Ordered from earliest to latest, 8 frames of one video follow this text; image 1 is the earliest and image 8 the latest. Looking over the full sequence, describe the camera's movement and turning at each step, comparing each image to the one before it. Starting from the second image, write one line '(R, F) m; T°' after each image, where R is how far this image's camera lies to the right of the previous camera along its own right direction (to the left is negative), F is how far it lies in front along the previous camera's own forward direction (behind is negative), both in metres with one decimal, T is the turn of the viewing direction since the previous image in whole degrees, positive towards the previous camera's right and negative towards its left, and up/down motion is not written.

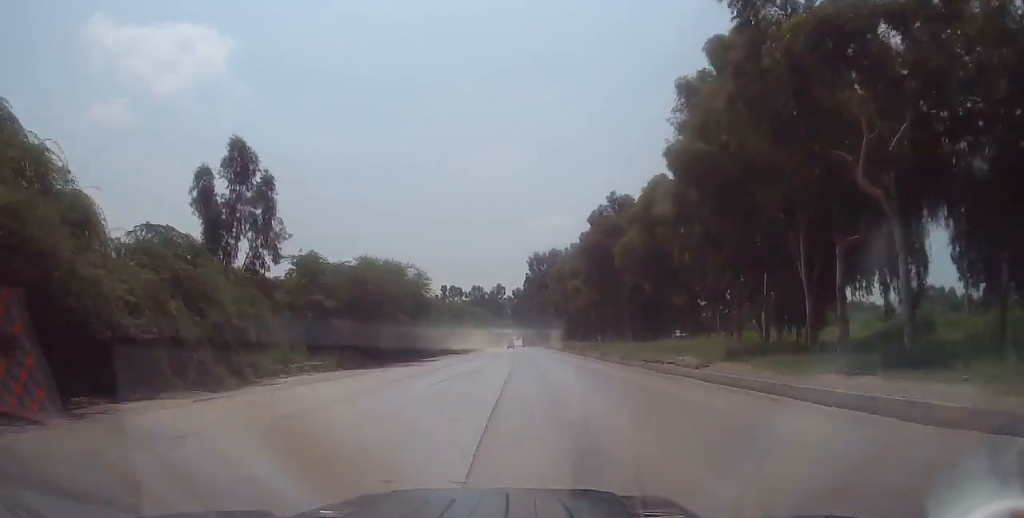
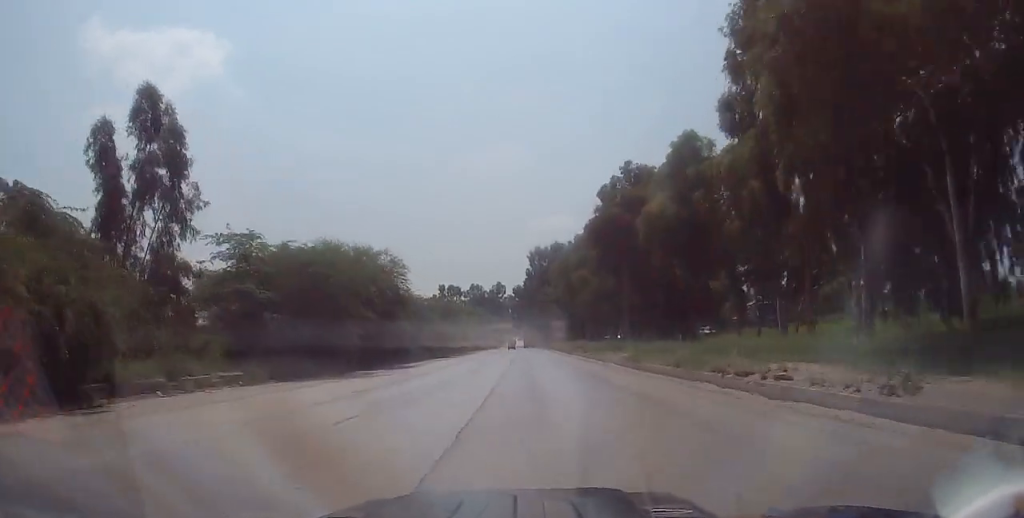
(+0.3, +9.4) m; 0°
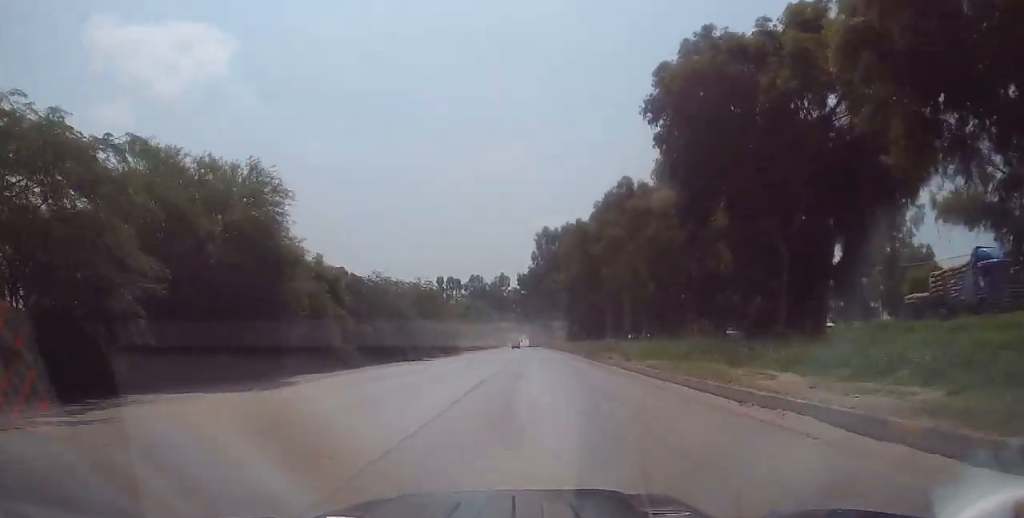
(-0.7, +21.0) m; -1°
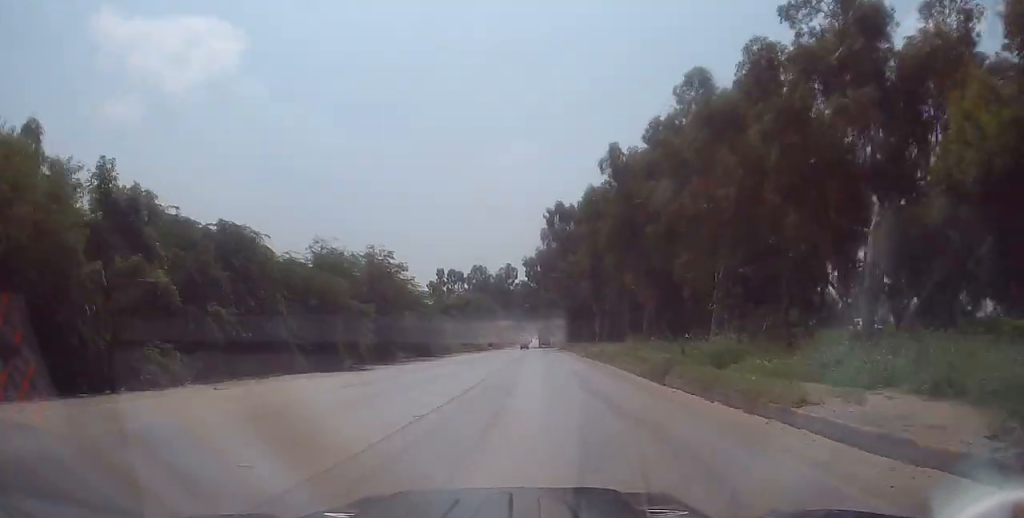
(+0.3, +19.6) m; 0°
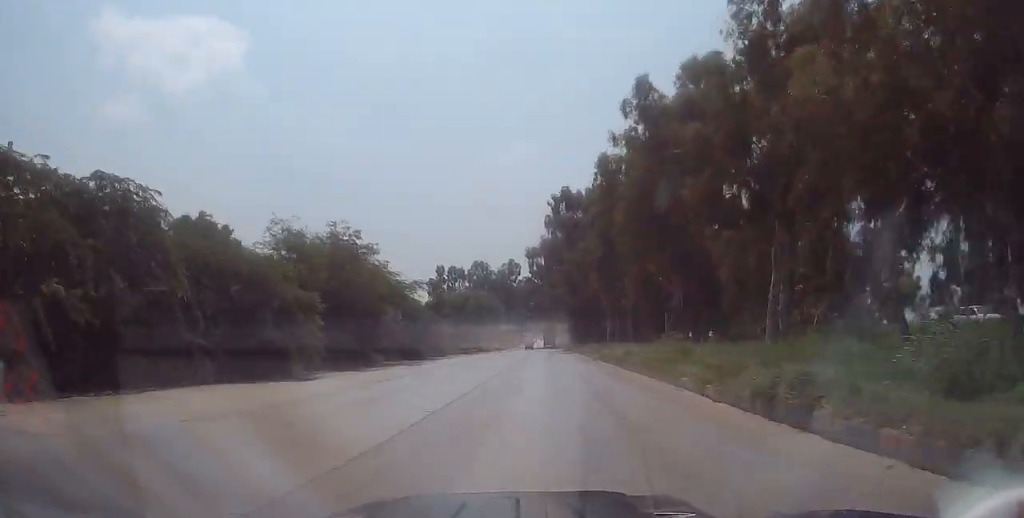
(-0.1, +8.2) m; -1°
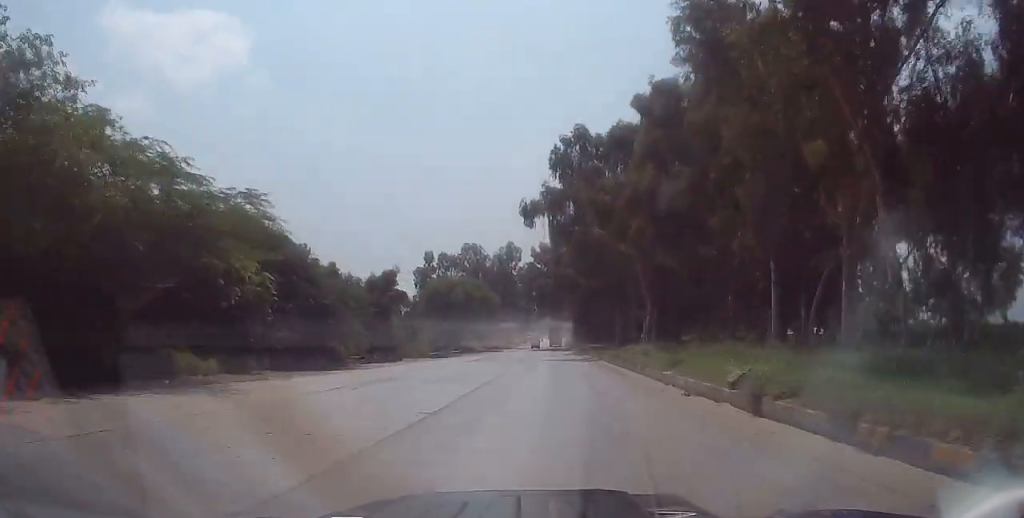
(-0.5, +23.4) m; -1°
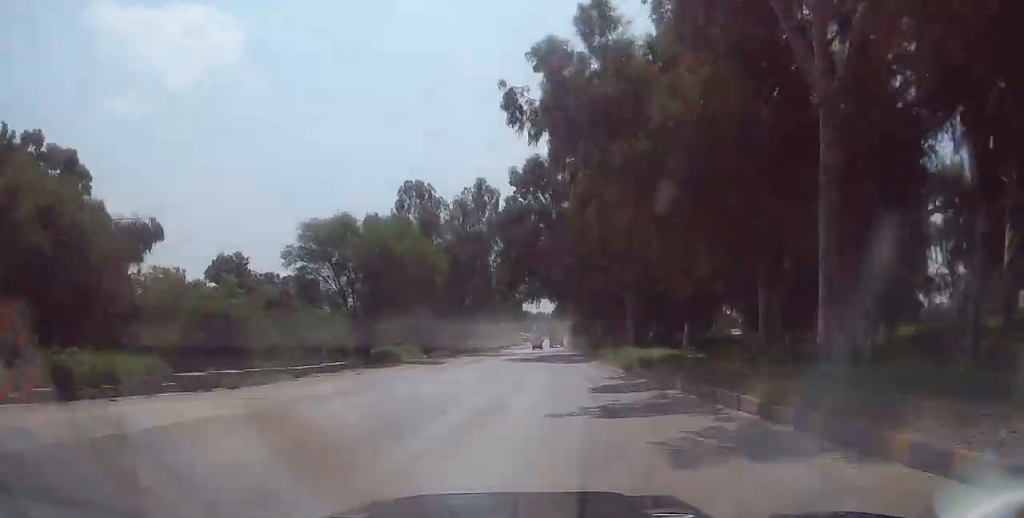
(-0.1, +45.4) m; +1°
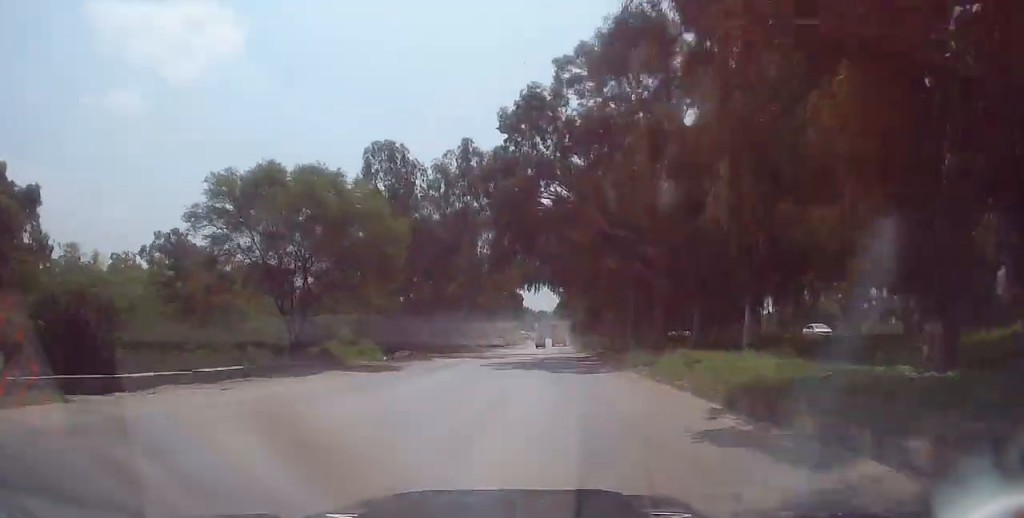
(0.0, +13.4) m; +1°
